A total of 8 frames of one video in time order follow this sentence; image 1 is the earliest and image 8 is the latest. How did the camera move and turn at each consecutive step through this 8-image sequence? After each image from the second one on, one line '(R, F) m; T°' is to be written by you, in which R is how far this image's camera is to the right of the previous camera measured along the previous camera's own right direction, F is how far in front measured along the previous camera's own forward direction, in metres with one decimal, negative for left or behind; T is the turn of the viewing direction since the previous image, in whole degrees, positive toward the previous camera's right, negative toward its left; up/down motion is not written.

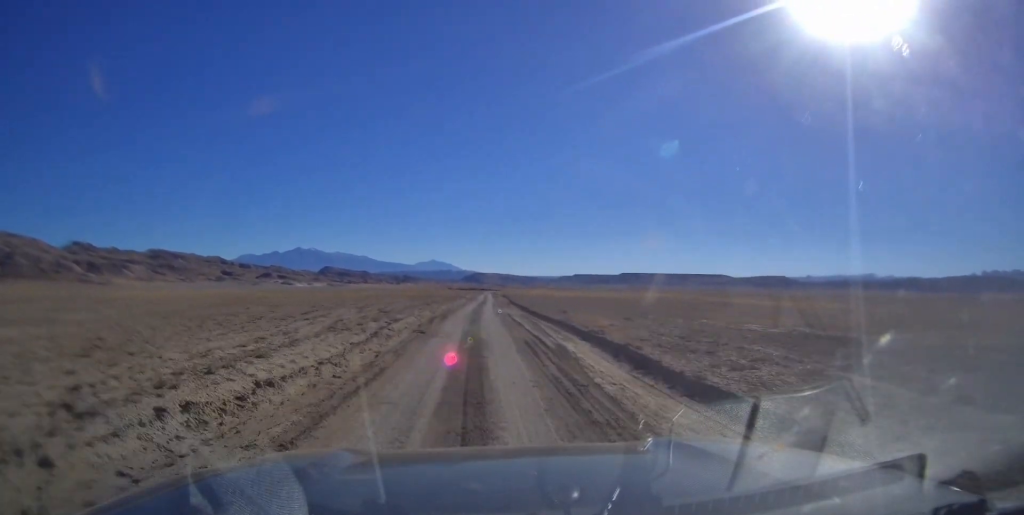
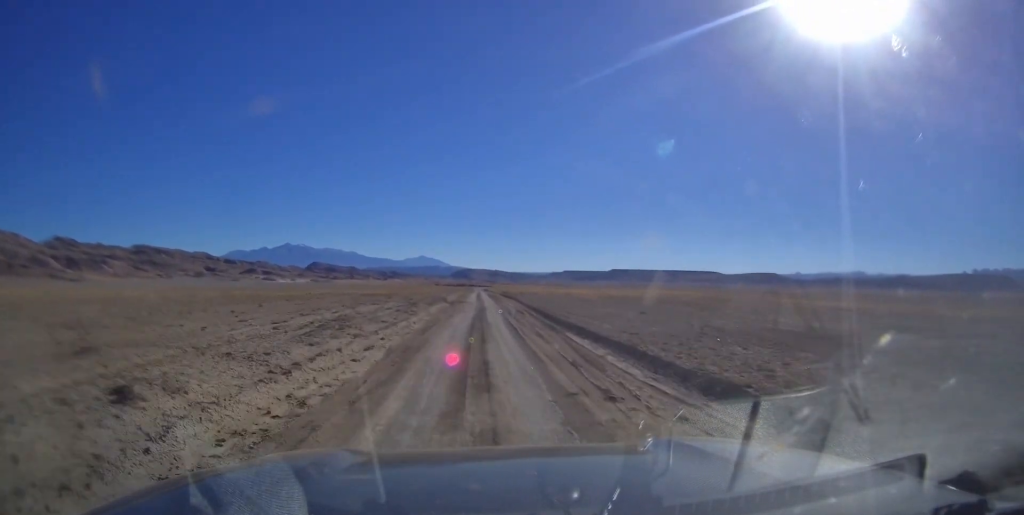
(+0.8, +41.3) m; +2°
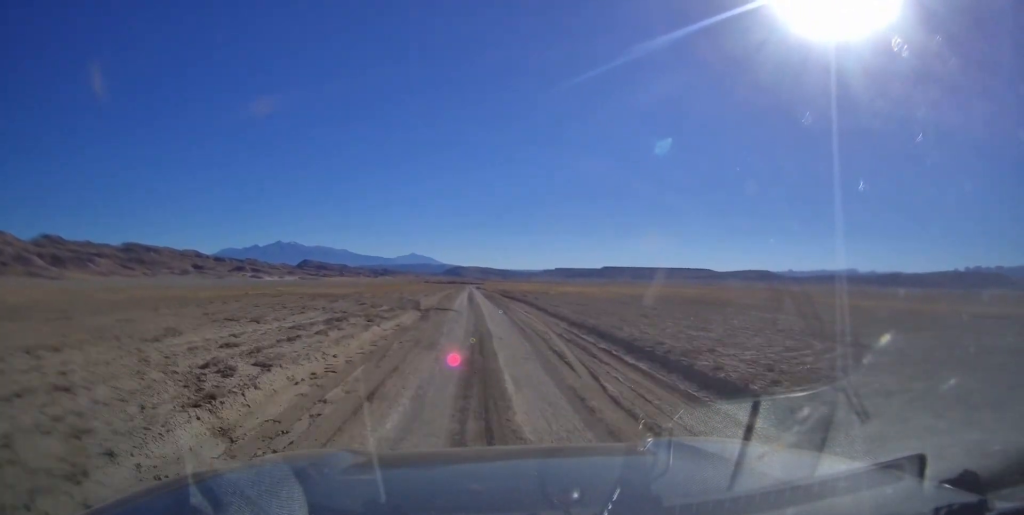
(+0.3, +21.5) m; +1°
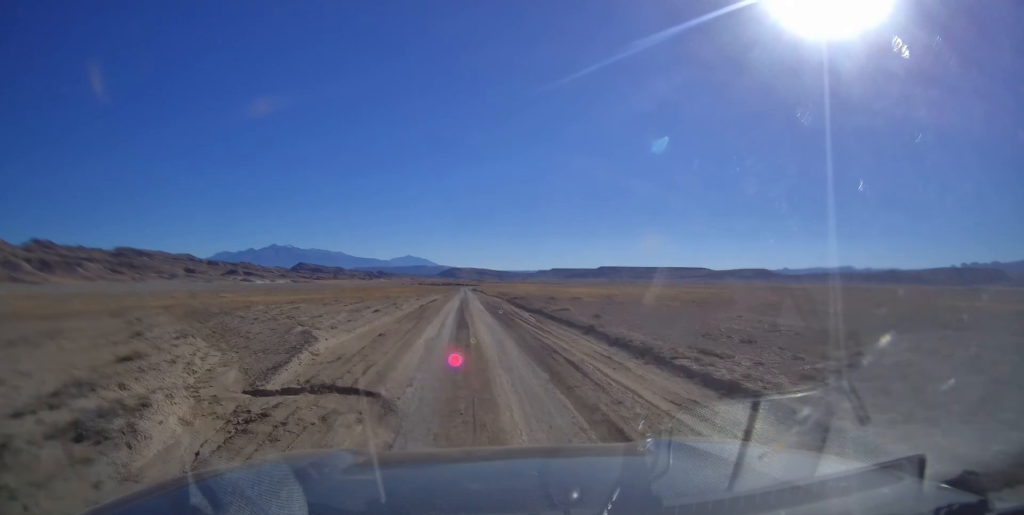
(+0.1, +24.5) m; 0°
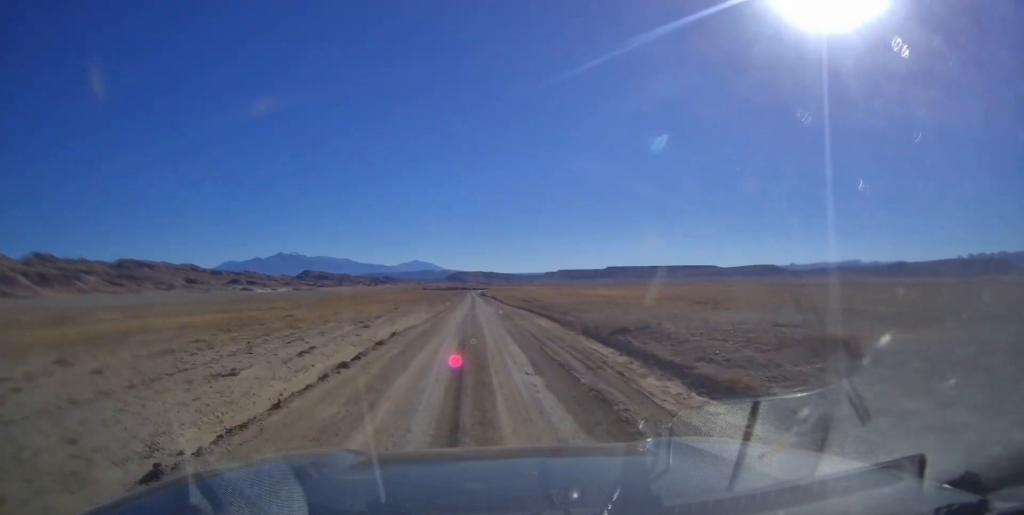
(0.0, +33.4) m; 0°
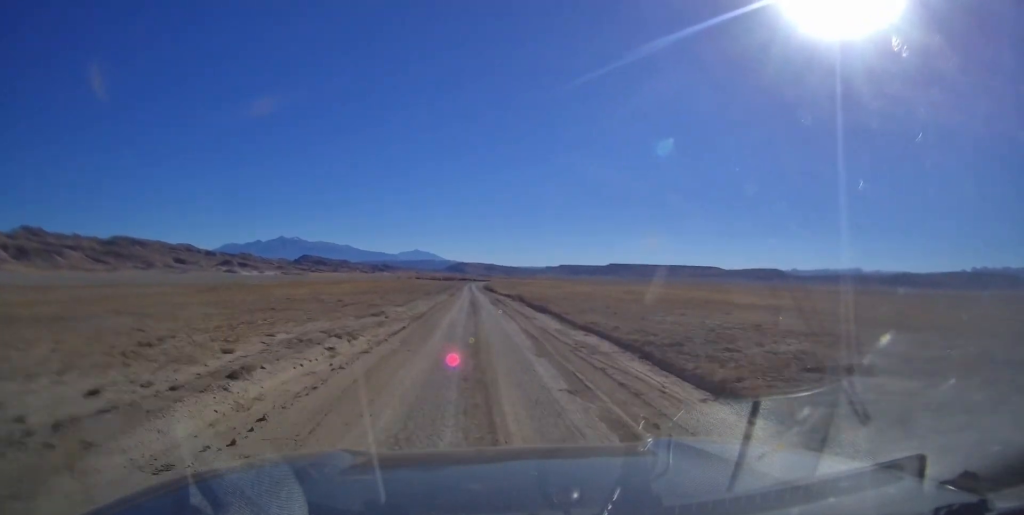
(+0.6, +64.3) m; +2°
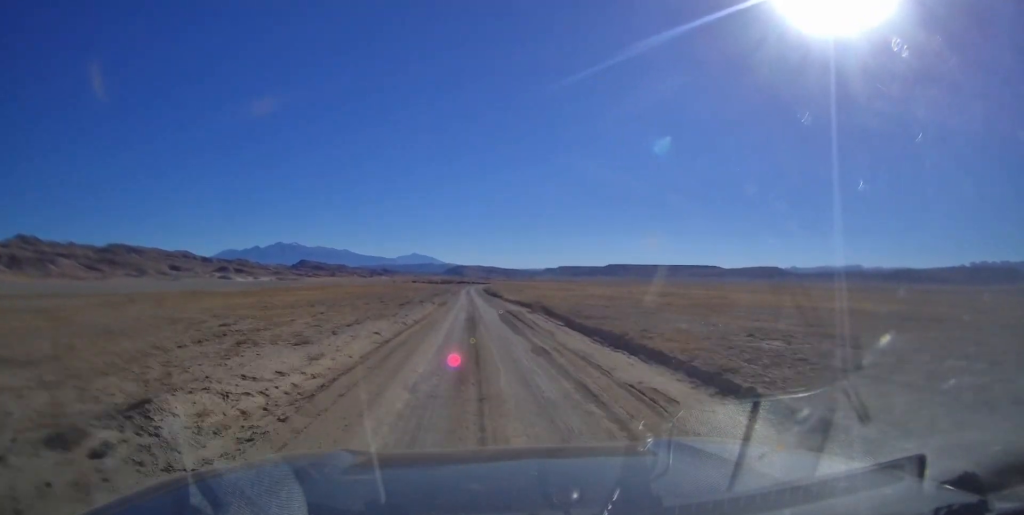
(+0.2, +17.6) m; 0°
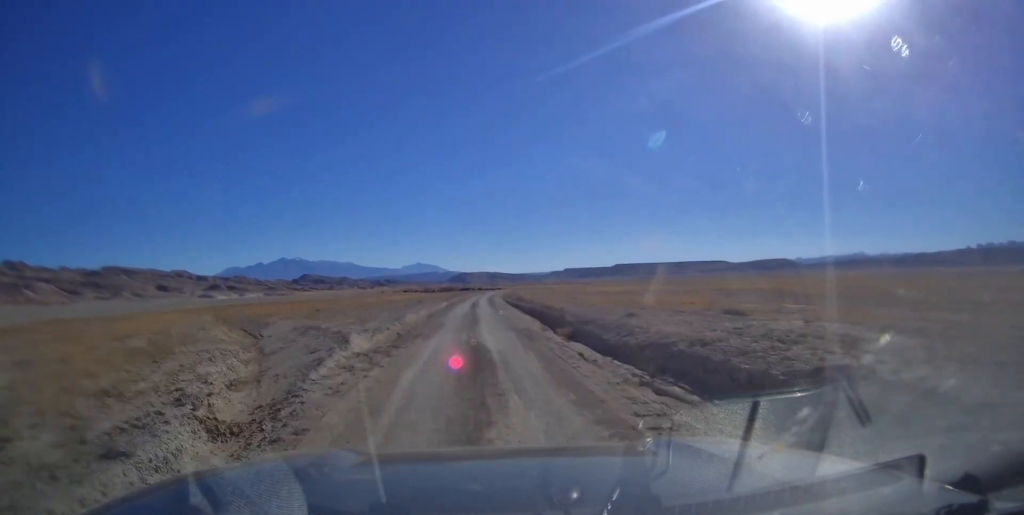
(+0.4, +86.7) m; 0°
